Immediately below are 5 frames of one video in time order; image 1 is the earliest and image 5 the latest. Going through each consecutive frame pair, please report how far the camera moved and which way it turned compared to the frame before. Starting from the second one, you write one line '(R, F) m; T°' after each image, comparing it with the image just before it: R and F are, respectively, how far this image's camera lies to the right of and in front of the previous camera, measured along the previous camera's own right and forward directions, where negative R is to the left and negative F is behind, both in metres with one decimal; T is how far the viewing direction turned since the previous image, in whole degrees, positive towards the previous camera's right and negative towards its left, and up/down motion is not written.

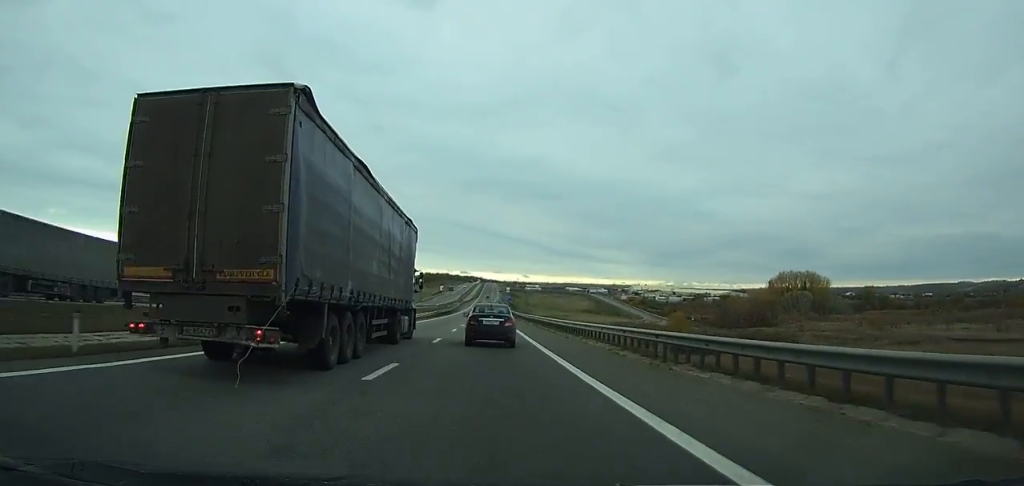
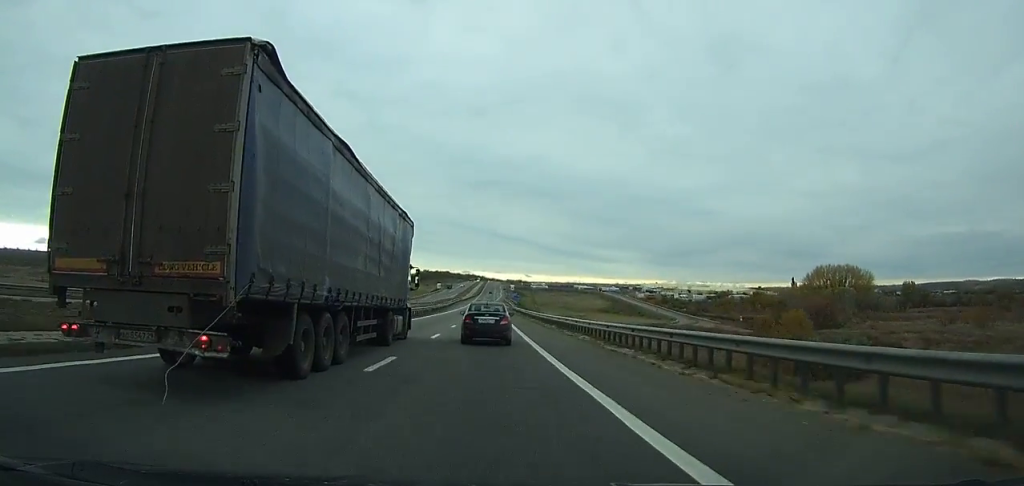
(+0.1, +49.7) m; 0°
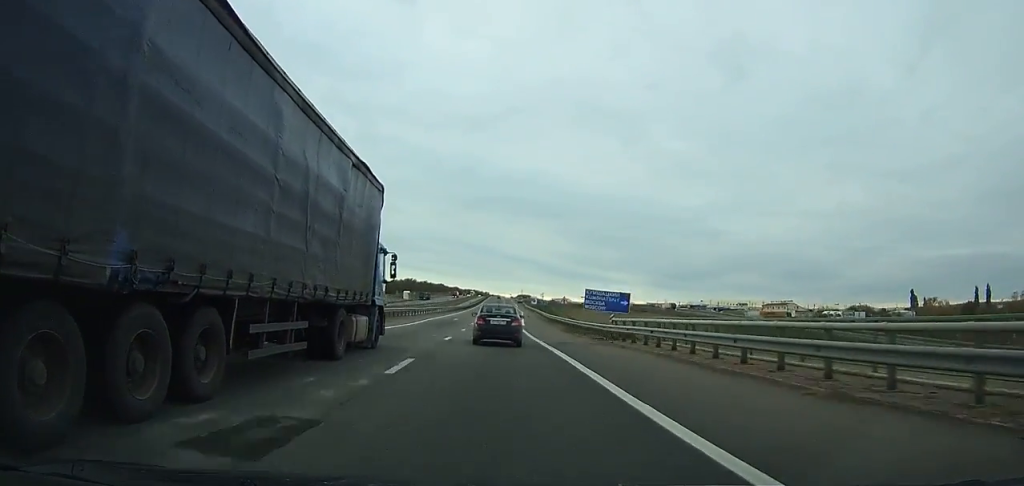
(-0.1, +197.8) m; 0°
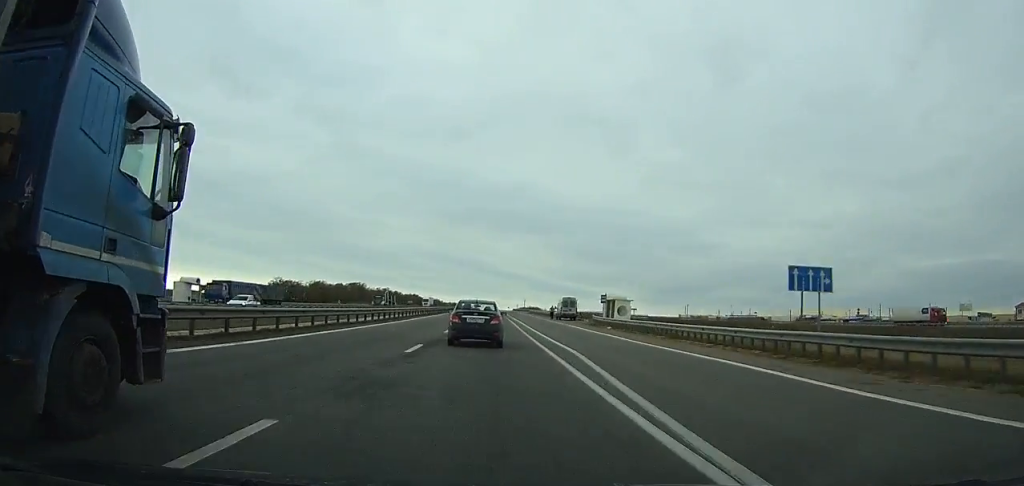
(+0.9, +178.3) m; 0°
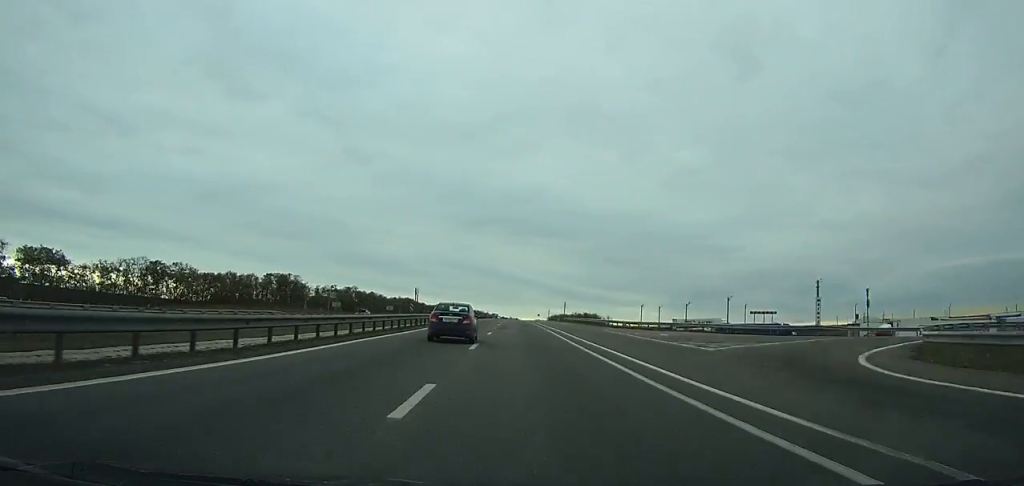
(-0.3, +132.7) m; -1°
